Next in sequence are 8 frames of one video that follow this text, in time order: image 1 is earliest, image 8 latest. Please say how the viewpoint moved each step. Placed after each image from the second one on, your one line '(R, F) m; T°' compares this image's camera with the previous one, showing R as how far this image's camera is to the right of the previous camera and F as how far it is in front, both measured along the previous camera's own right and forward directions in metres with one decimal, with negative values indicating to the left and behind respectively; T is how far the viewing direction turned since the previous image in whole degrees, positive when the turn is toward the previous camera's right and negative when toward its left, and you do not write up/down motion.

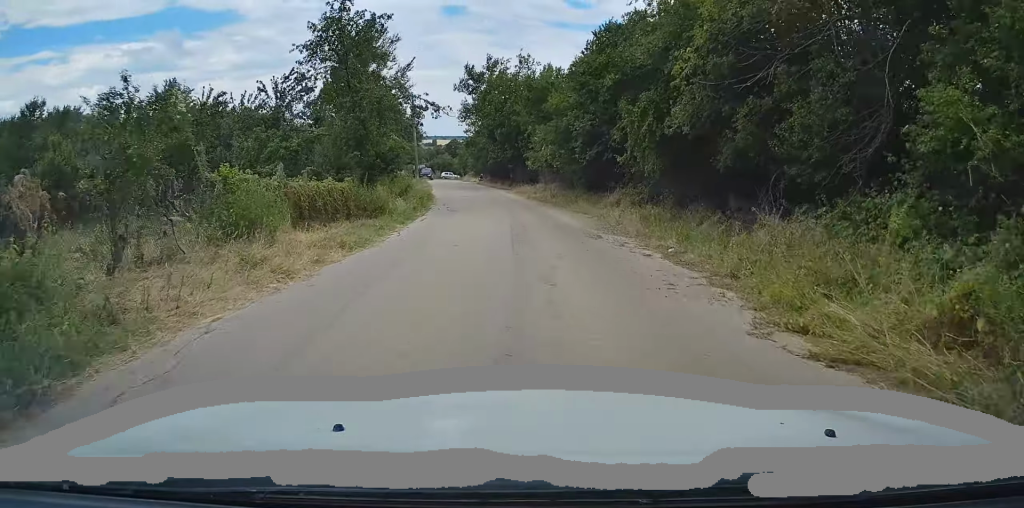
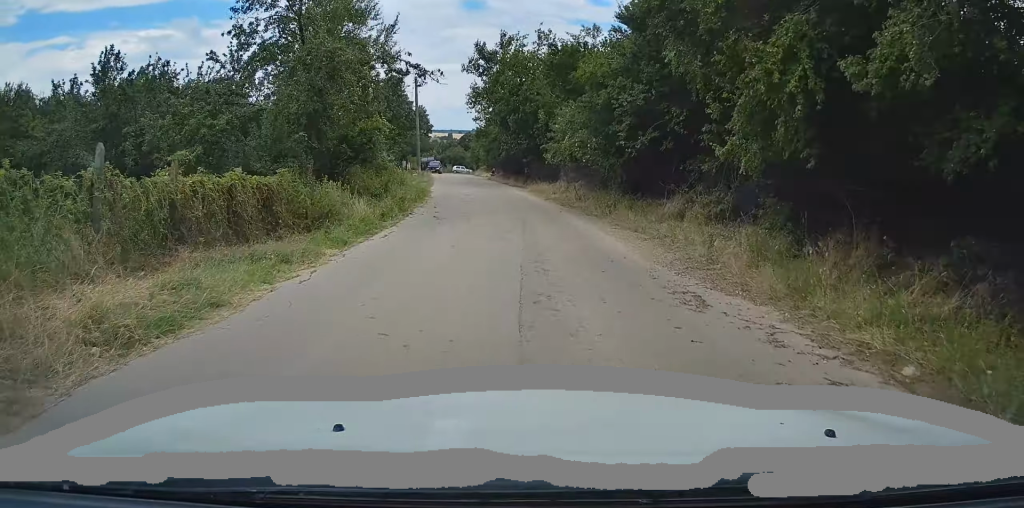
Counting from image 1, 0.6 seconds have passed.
(0.0, +6.6) m; -1°
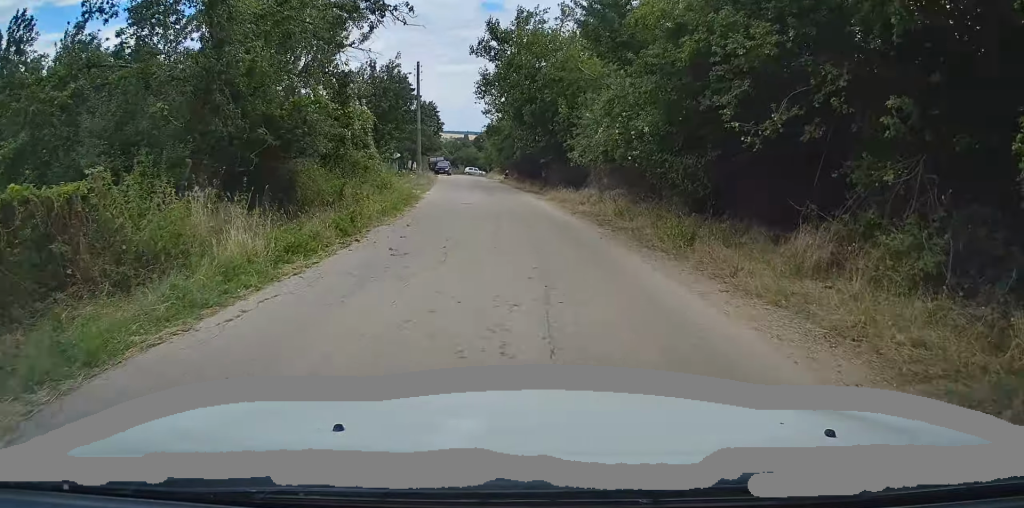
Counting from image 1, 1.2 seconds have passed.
(0.0, +6.6) m; -1°
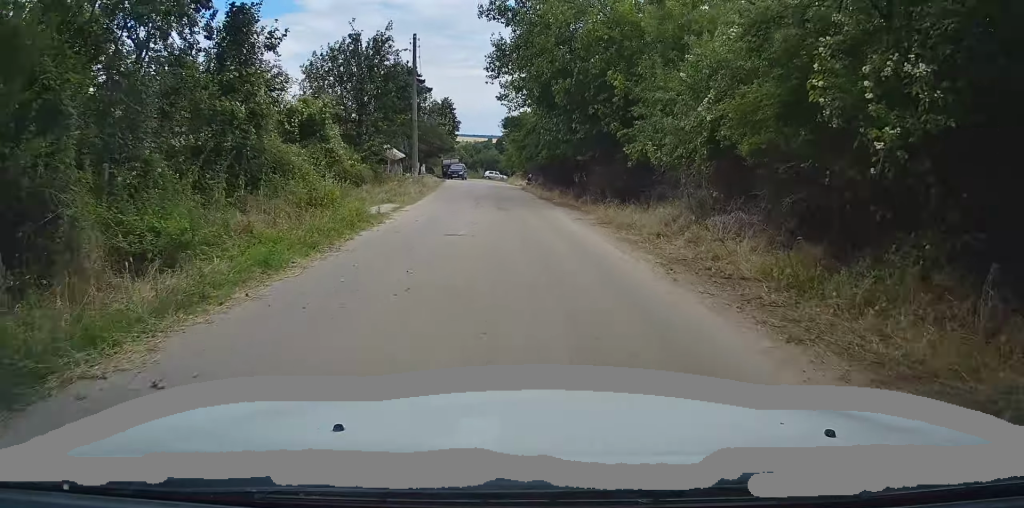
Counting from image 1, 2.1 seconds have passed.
(-0.2, +9.5) m; -3°
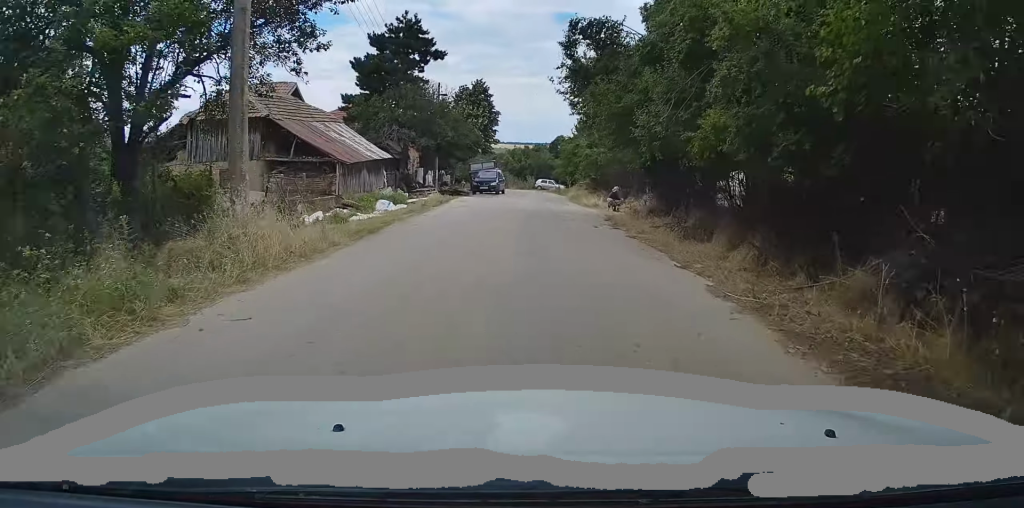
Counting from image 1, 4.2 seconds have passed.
(-0.8, +23.4) m; -3°
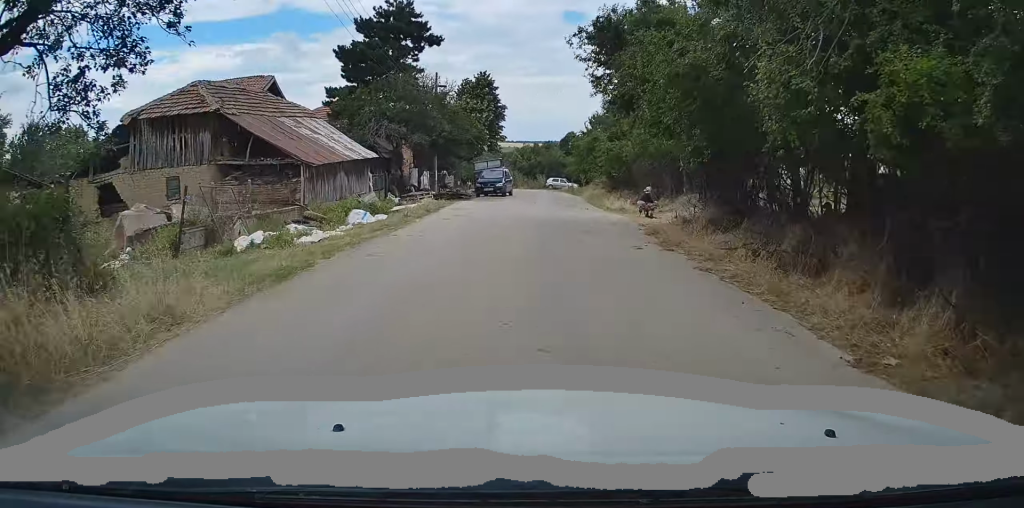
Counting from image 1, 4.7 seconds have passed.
(-0.2, +5.0) m; 0°
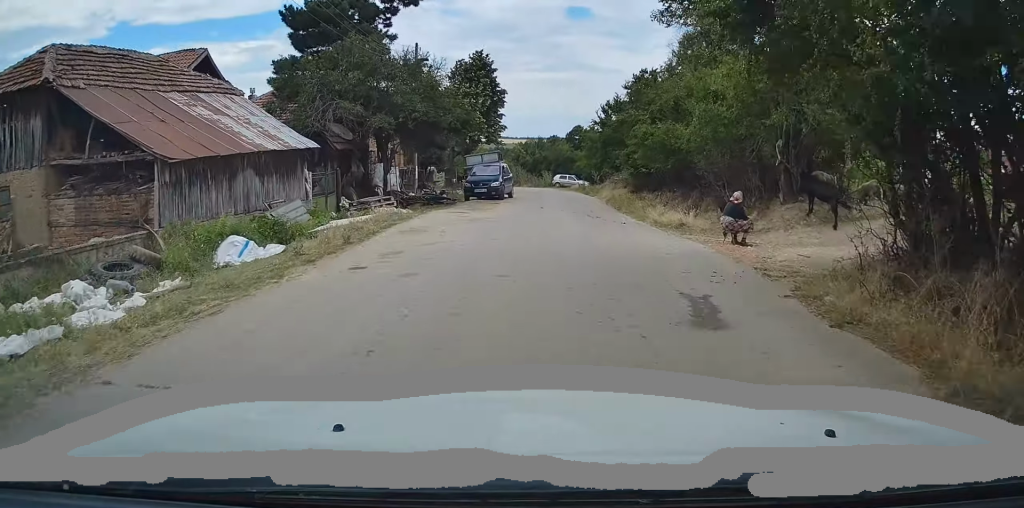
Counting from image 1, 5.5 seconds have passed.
(+0.1, +8.6) m; 0°
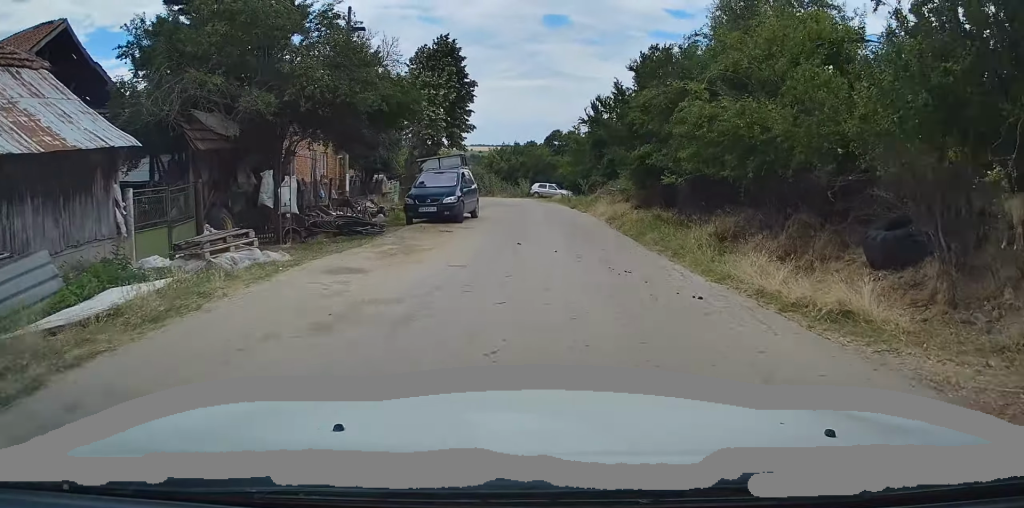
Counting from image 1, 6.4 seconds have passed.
(+0.1, +9.0) m; 0°
